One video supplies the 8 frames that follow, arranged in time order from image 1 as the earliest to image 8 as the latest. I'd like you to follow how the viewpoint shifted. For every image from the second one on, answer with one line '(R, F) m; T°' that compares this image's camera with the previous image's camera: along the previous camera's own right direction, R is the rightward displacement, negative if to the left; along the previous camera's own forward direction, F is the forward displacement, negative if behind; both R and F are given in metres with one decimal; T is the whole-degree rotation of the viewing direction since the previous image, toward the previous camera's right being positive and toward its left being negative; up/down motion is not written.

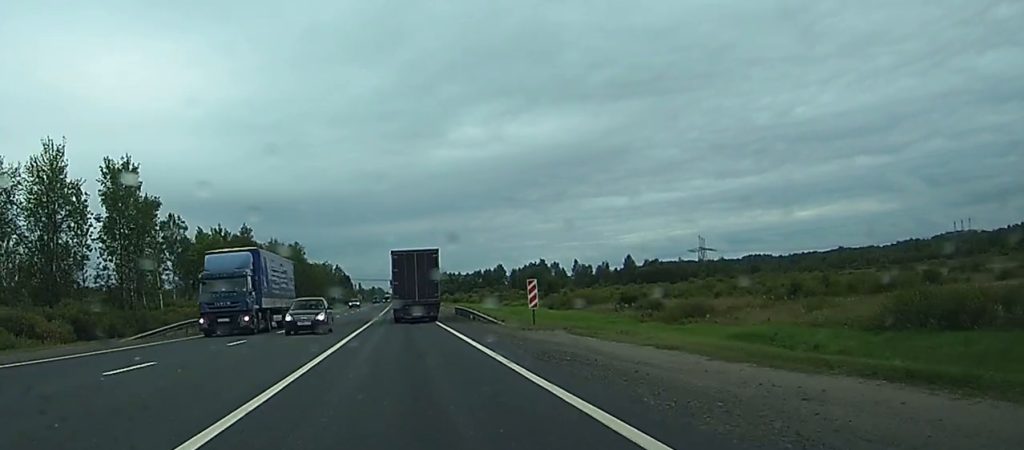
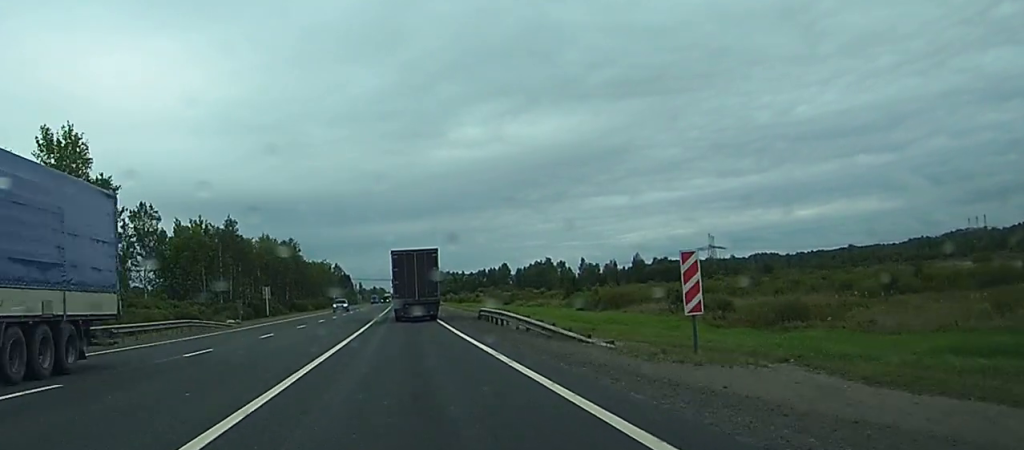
(0.0, +17.8) m; 0°
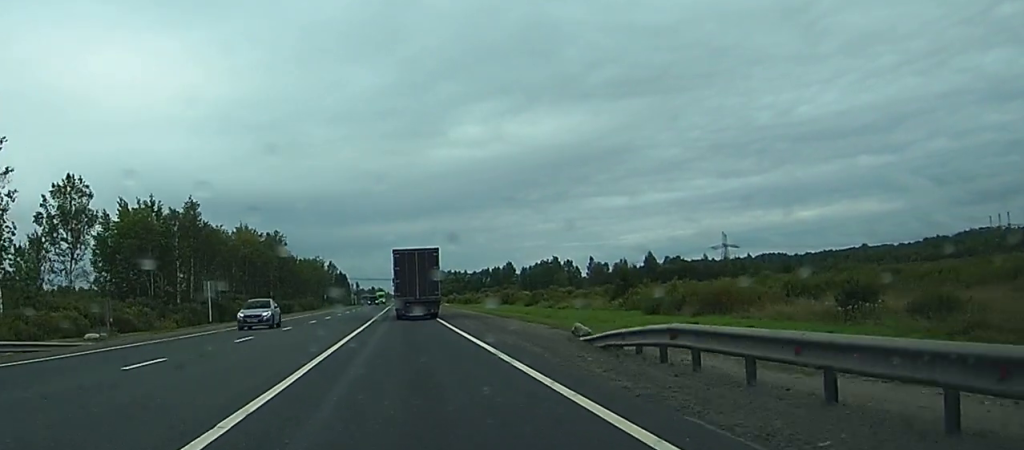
(0.0, +29.6) m; 0°
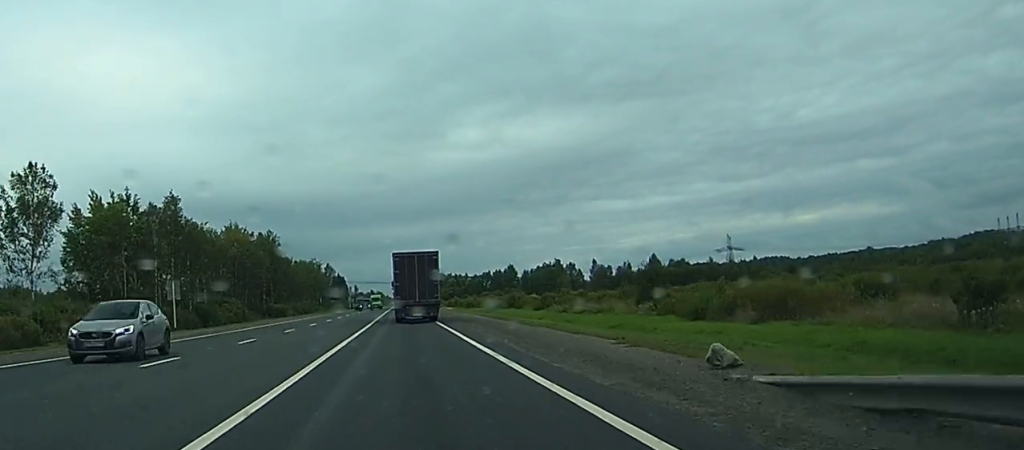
(0.0, +11.0) m; 0°
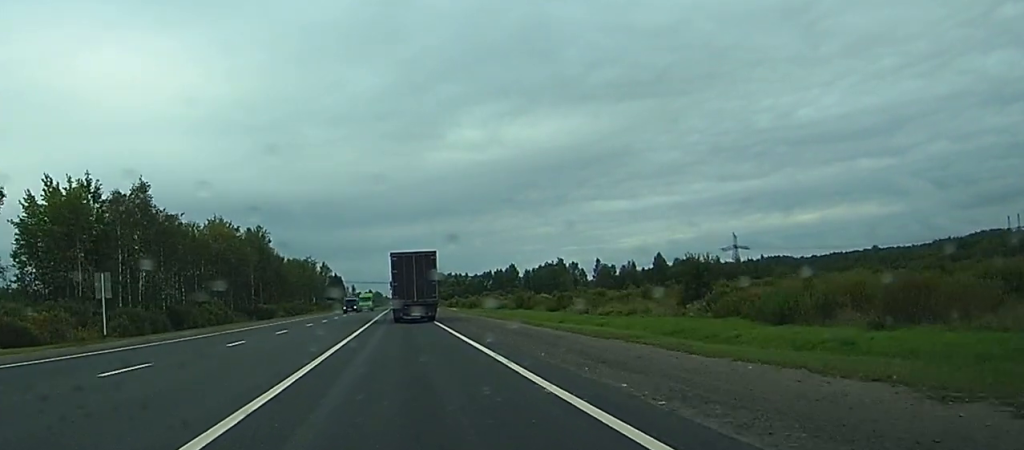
(0.0, +14.1) m; 0°
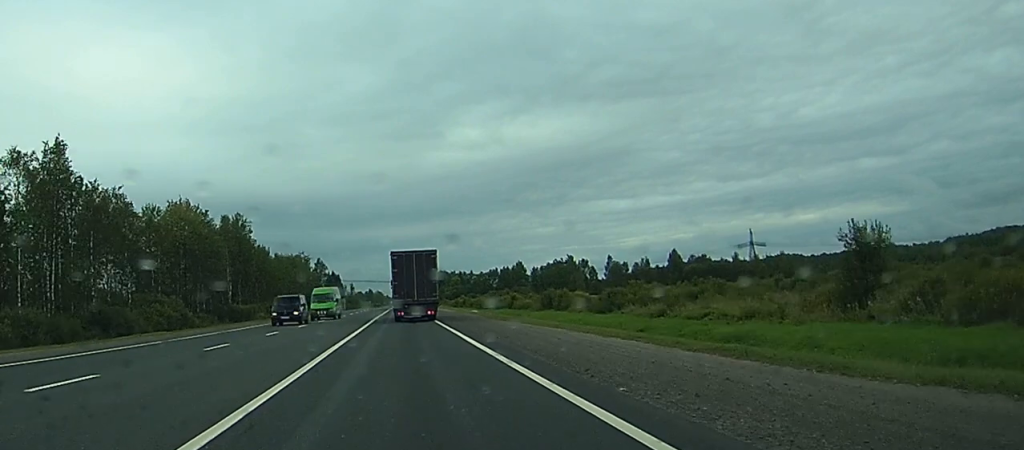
(-0.1, +27.6) m; 0°
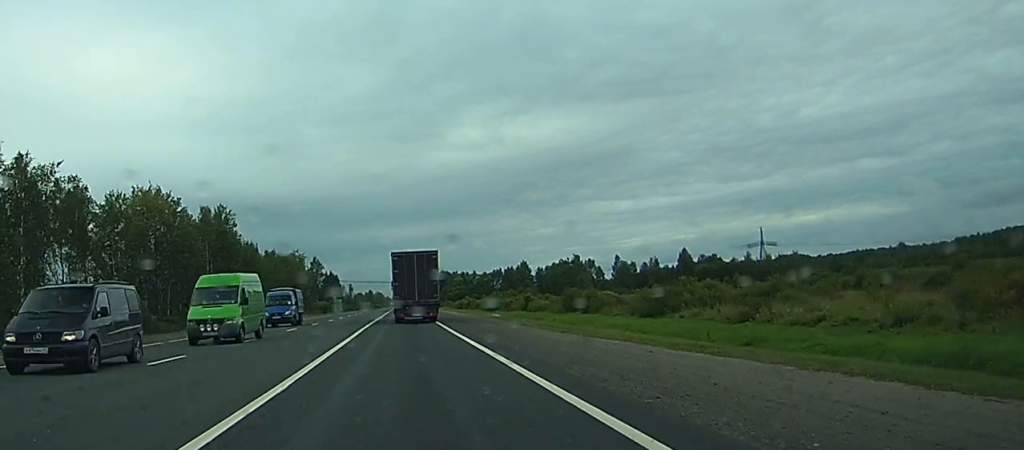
(0.0, +17.4) m; 0°
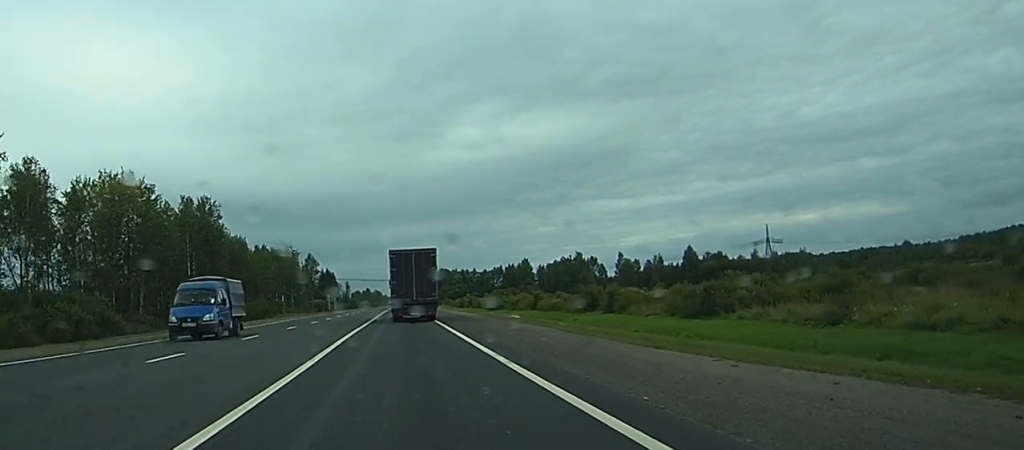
(0.0, +11.9) m; 0°
